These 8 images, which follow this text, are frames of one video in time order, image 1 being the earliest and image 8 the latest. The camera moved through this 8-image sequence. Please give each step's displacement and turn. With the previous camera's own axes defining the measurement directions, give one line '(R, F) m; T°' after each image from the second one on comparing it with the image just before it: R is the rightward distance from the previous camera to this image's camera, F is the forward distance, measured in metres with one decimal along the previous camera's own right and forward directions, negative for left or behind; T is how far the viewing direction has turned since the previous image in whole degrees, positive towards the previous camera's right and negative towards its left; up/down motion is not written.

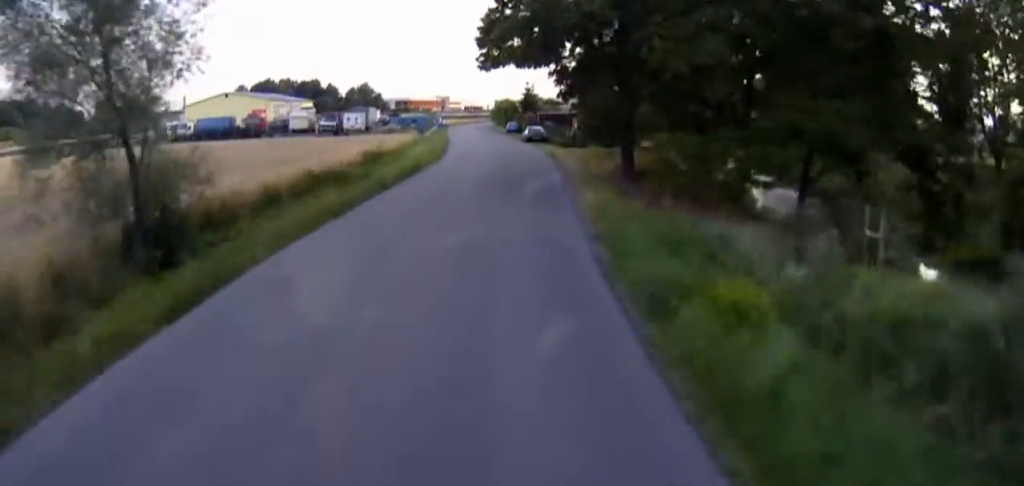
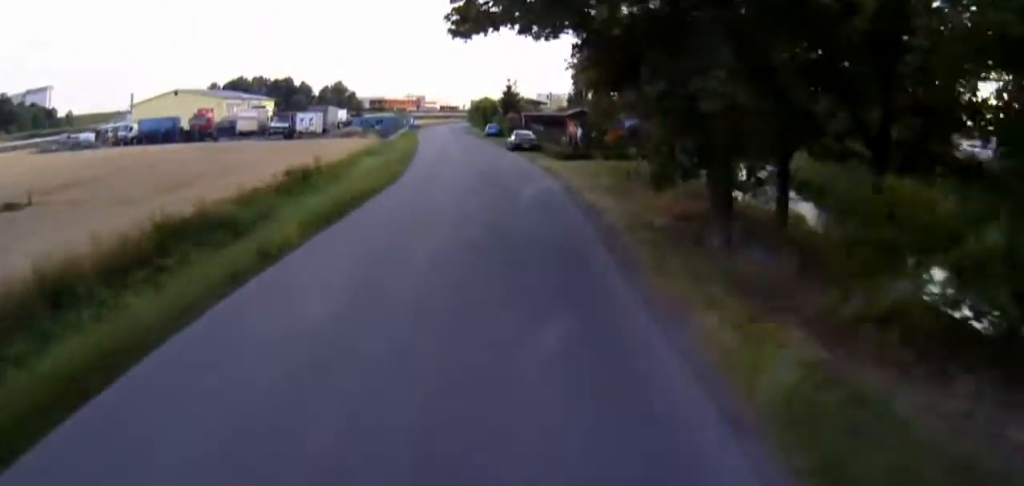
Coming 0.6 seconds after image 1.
(+0.2, +13.9) m; +2°
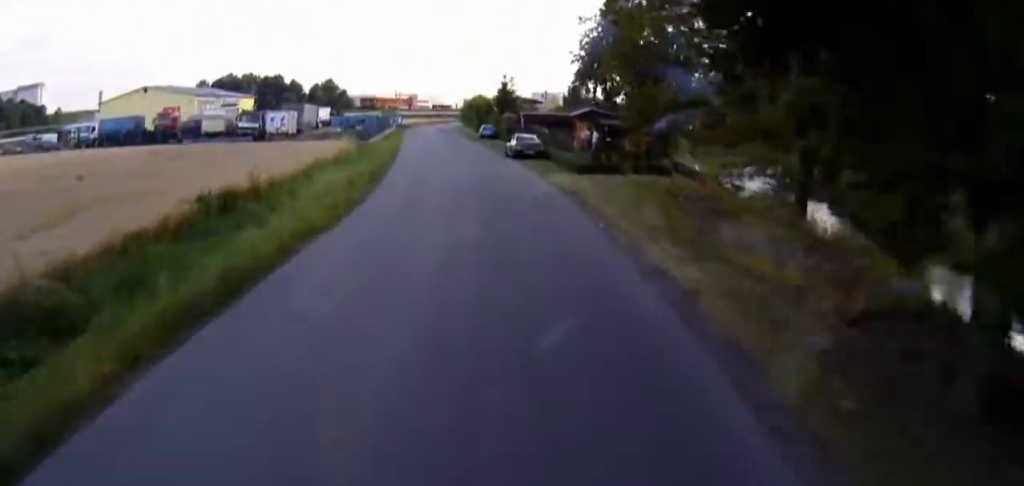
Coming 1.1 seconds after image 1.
(+0.3, +9.6) m; 0°
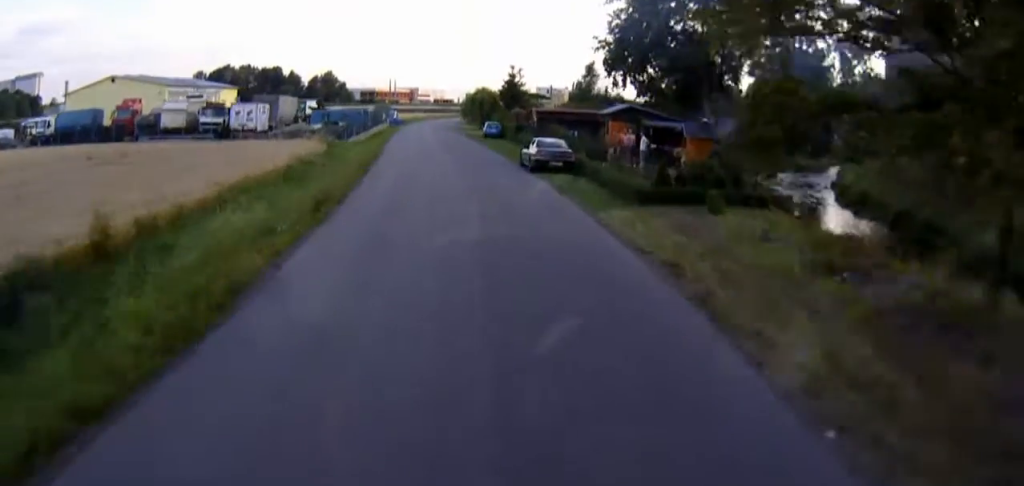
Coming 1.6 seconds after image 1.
(+0.2, +11.7) m; 0°
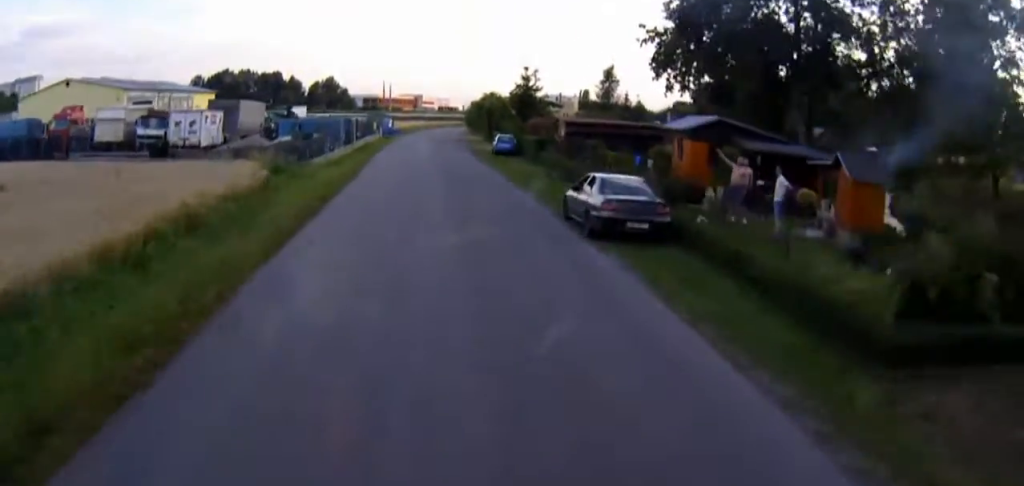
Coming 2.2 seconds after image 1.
(-0.5, +13.9) m; -1°
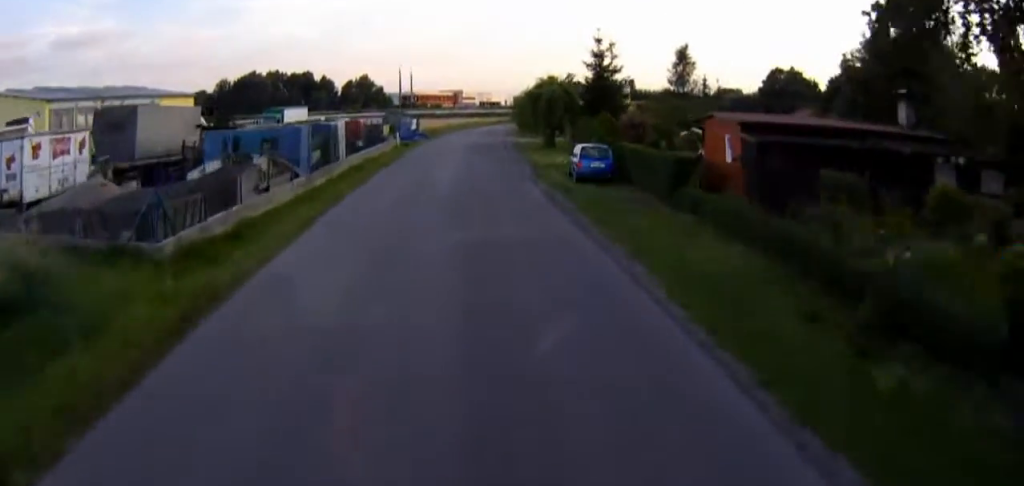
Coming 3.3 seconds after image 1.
(+0.1, +23.6) m; +3°
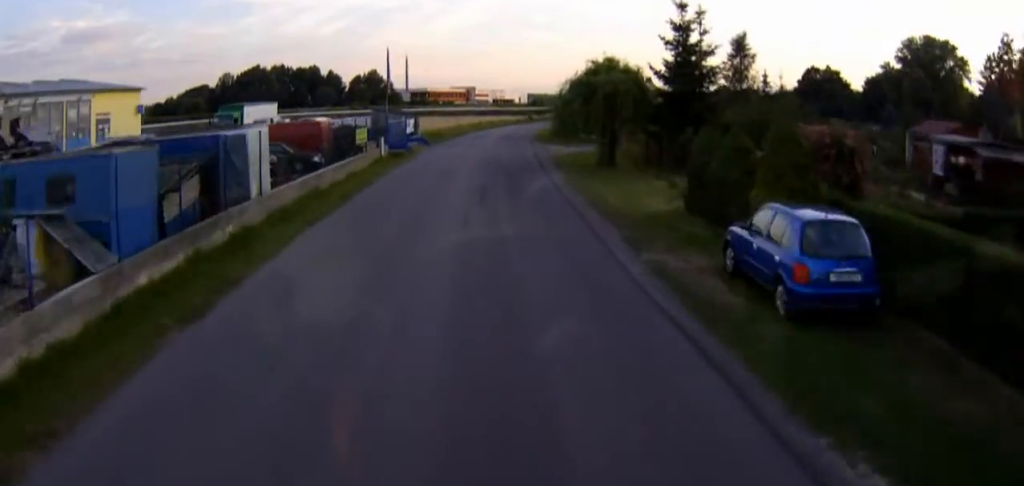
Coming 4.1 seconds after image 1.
(+0.7, +19.1) m; 0°
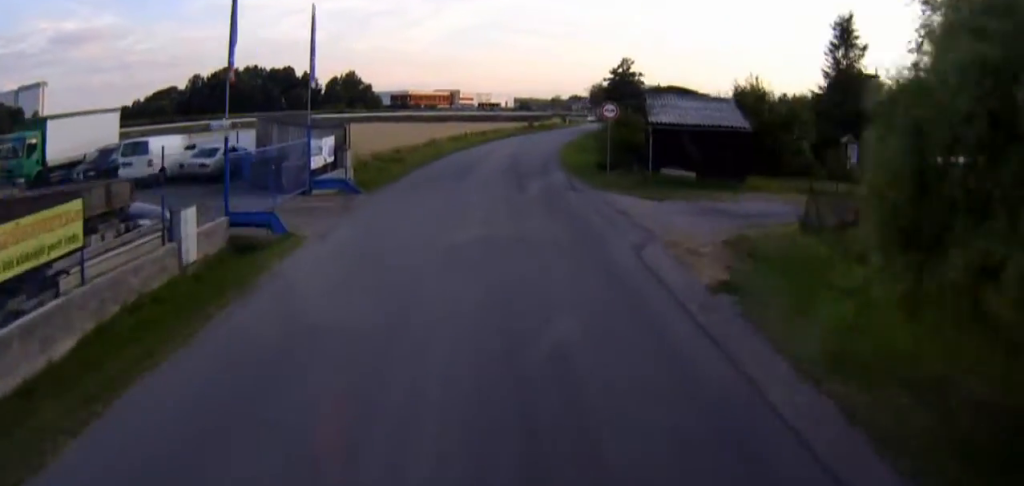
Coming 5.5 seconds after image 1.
(-0.7, +30.7) m; -1°
